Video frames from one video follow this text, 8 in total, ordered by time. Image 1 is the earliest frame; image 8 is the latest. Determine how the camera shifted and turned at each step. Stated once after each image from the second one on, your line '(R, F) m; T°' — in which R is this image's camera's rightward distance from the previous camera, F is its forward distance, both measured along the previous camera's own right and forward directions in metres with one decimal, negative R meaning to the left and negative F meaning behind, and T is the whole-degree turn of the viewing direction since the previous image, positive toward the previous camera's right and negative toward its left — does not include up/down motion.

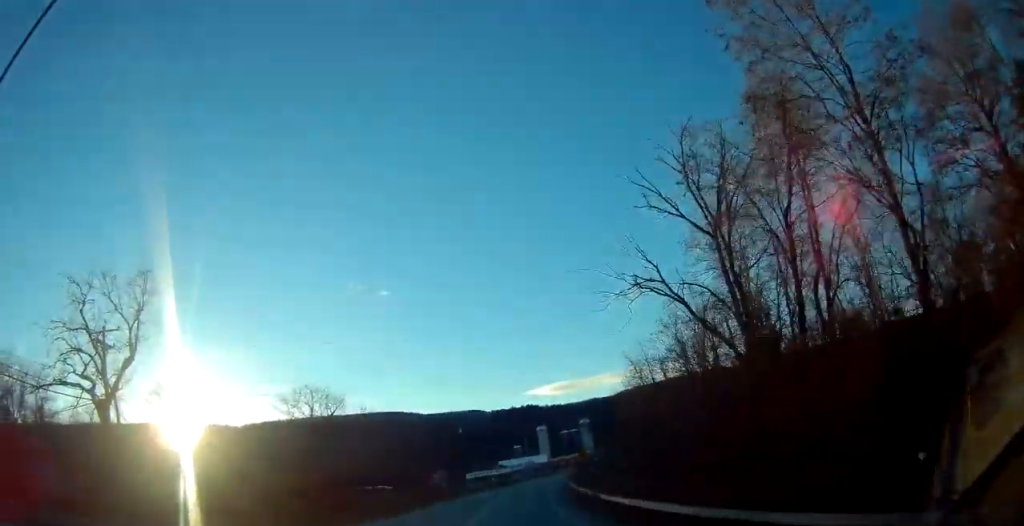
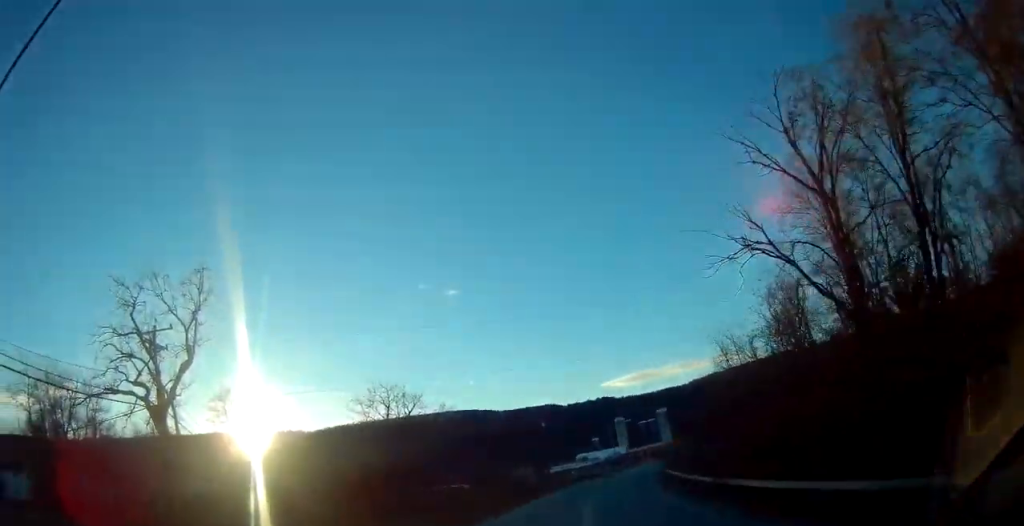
(-0.1, +2.8) m; -9°
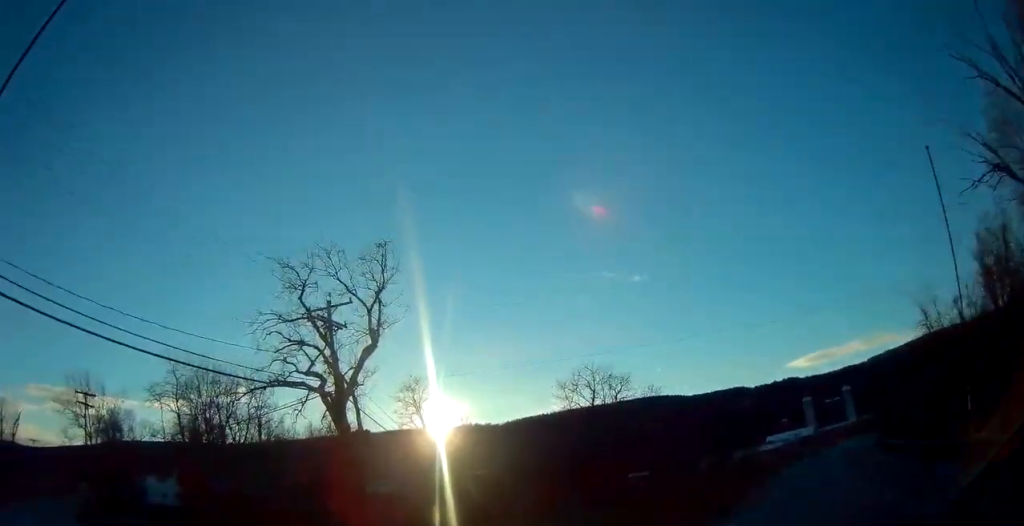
(-0.5, +4.3) m; -23°
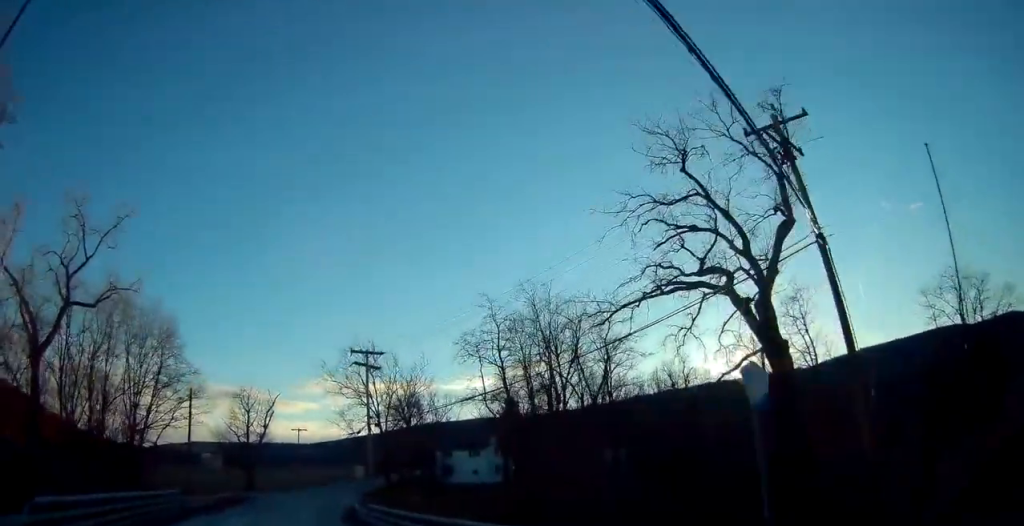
(-3.9, +11.3) m; -23°
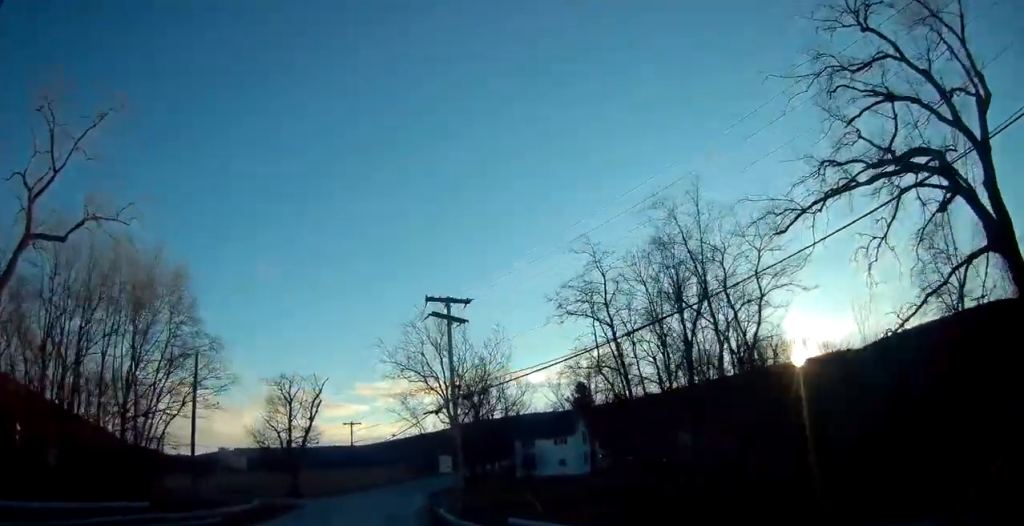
(-0.2, +11.0) m; -2°
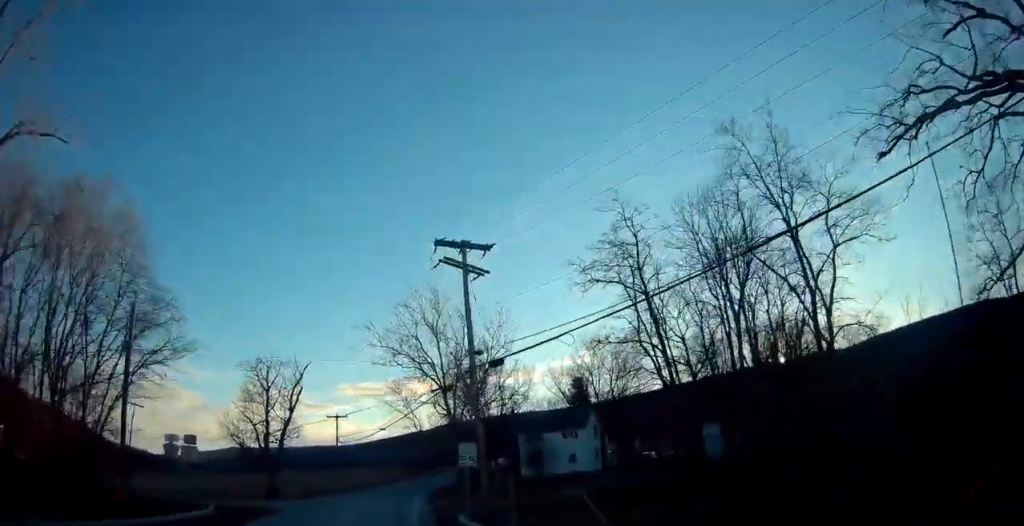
(0.0, +7.3) m; +1°
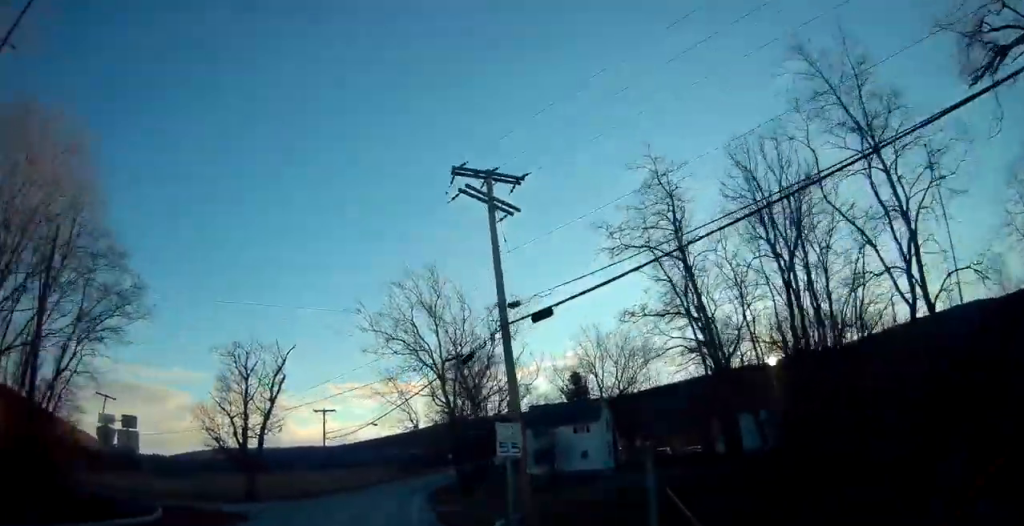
(0.0, +5.3) m; +1°
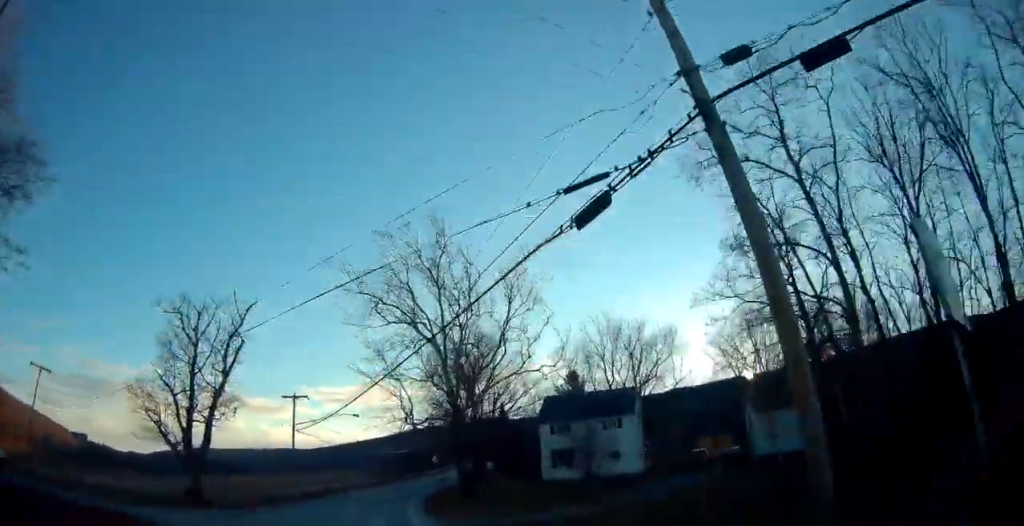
(+0.2, +10.6) m; +2°
